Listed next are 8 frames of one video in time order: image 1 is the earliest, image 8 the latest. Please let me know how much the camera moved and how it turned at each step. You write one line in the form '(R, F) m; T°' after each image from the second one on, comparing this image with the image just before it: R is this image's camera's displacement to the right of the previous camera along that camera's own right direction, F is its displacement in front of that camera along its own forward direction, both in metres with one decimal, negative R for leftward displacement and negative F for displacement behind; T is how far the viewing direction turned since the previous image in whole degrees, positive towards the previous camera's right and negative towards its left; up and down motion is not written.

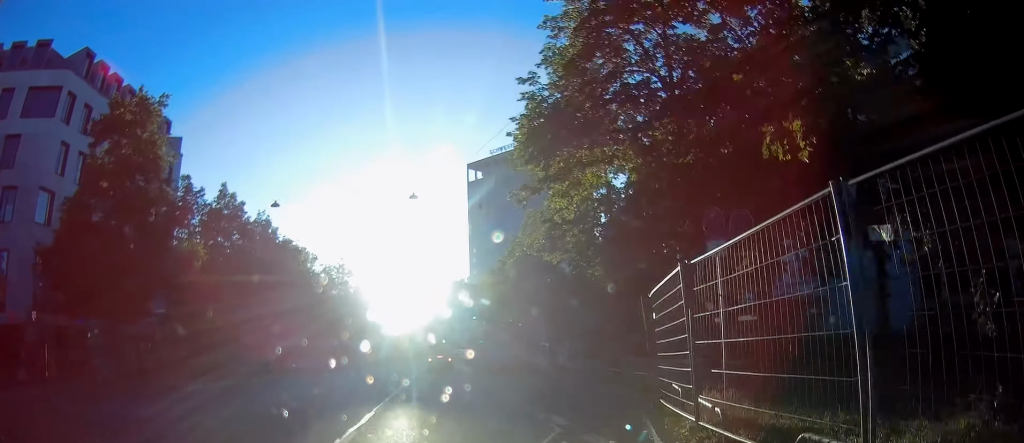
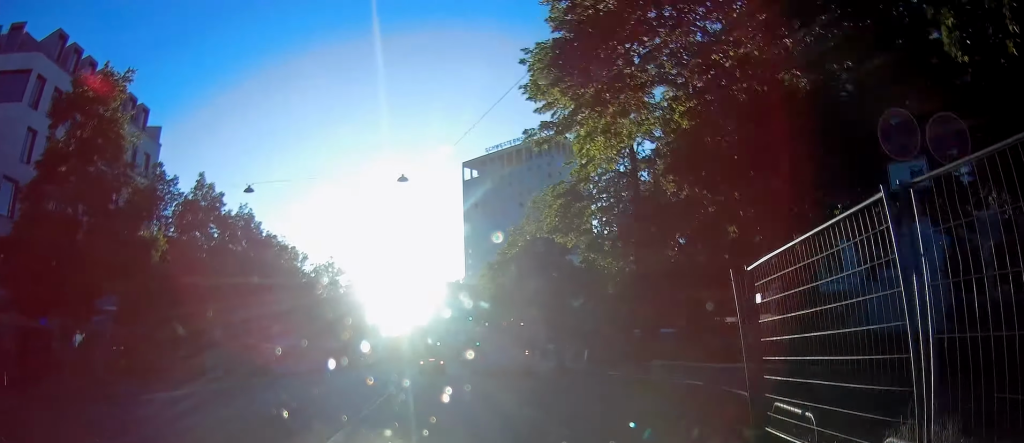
(0.0, +3.9) m; +1°
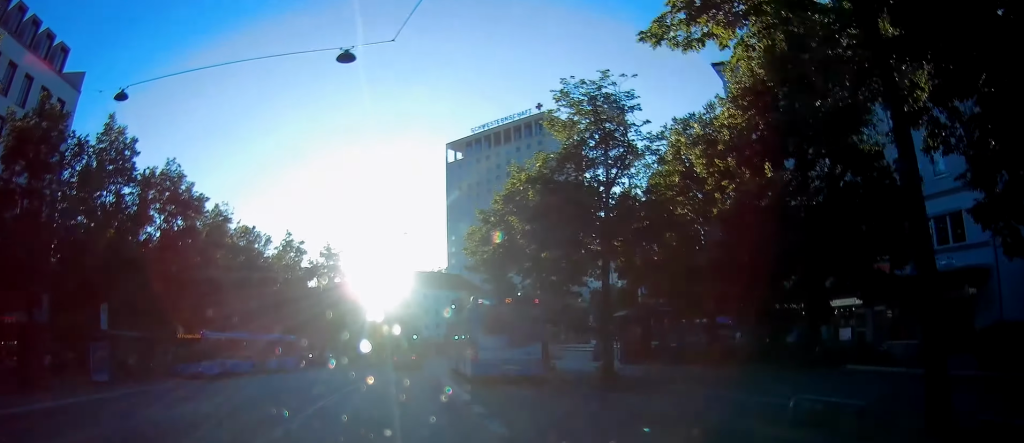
(+0.2, +9.7) m; +7°
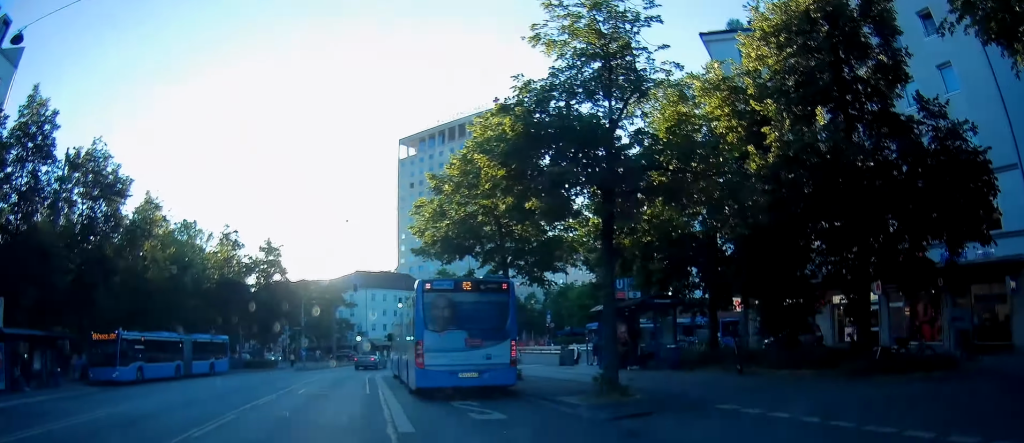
(+0.3, +3.3) m; +16°
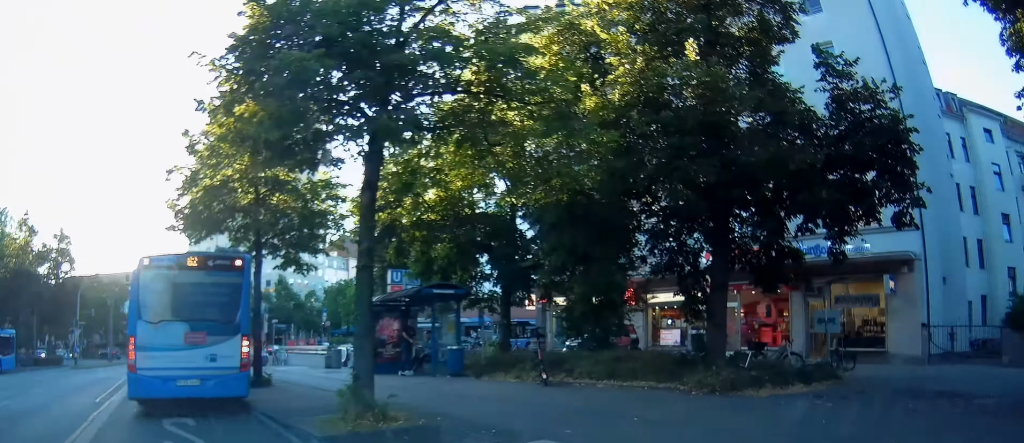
(+0.6, +3.0) m; +21°
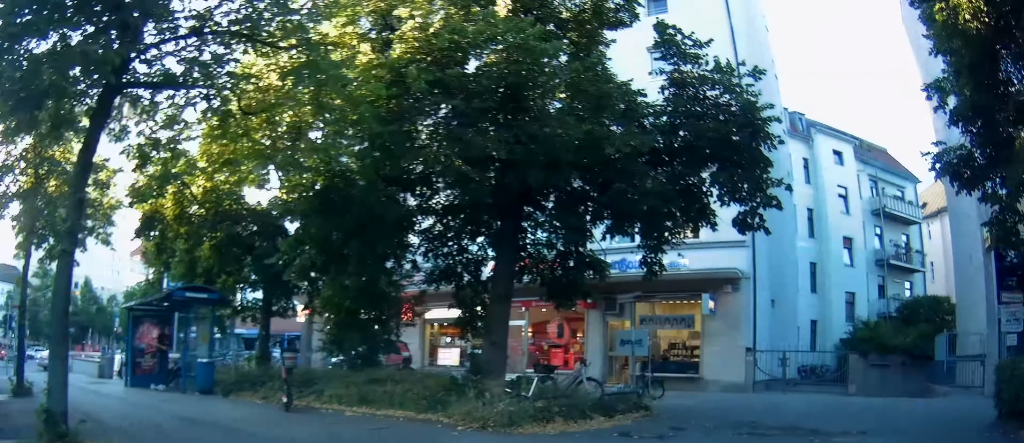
(+0.2, +1.6) m; +6°
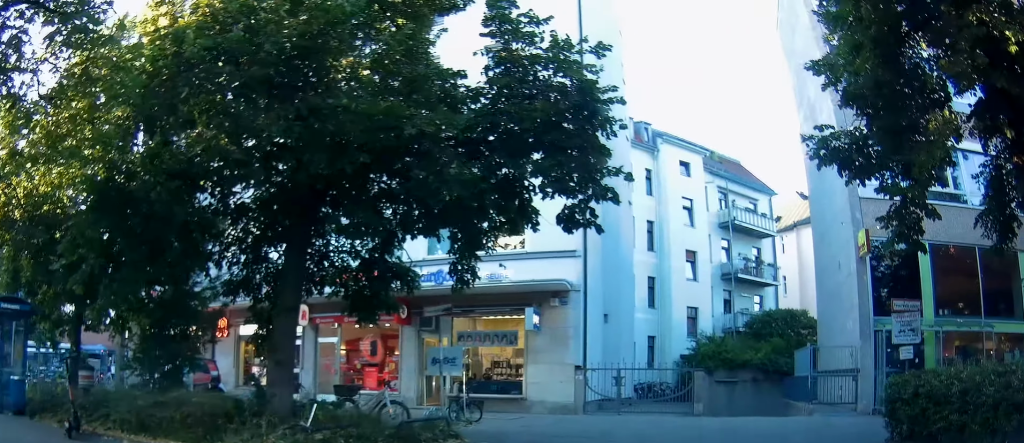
(+0.2, +0.8) m; 0°
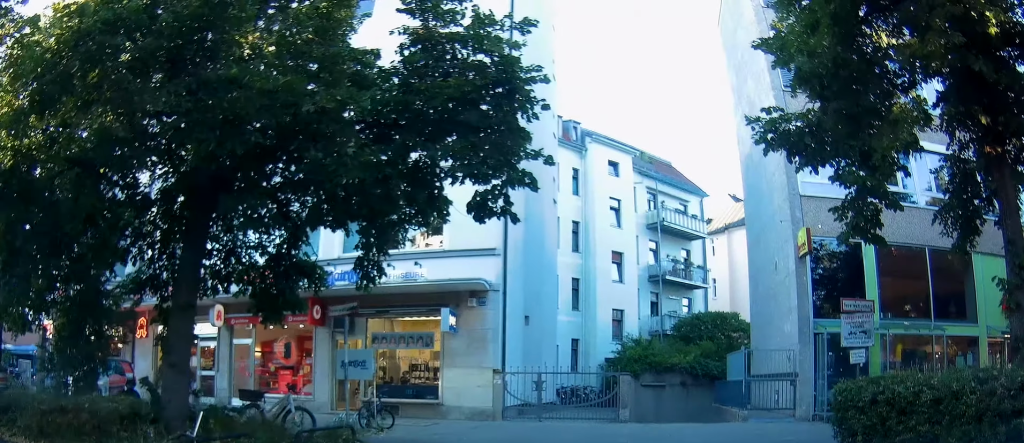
(+0.4, +0.8) m; +10°
